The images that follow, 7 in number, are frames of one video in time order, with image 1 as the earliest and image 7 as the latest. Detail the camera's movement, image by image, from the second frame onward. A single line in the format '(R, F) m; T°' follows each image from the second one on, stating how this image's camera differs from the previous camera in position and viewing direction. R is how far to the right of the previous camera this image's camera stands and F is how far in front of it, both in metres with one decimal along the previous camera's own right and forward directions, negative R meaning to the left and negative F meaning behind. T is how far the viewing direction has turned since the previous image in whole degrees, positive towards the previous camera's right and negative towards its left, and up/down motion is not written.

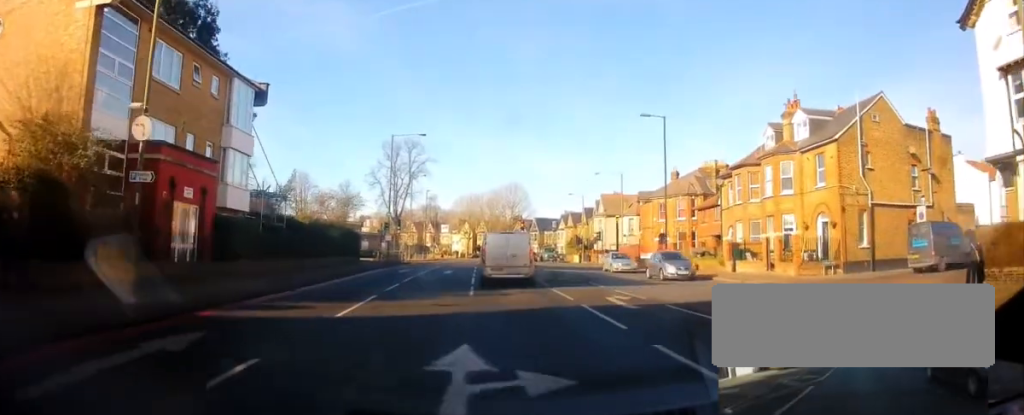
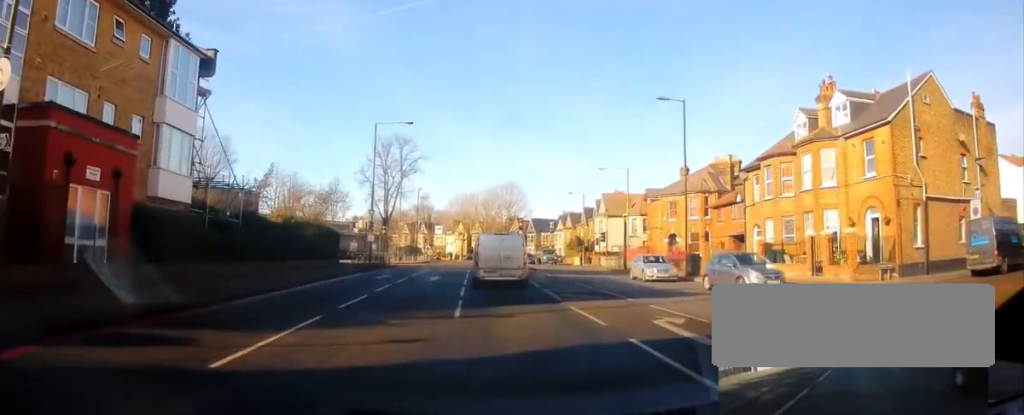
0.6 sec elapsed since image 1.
(0.0, +5.5) m; -1°
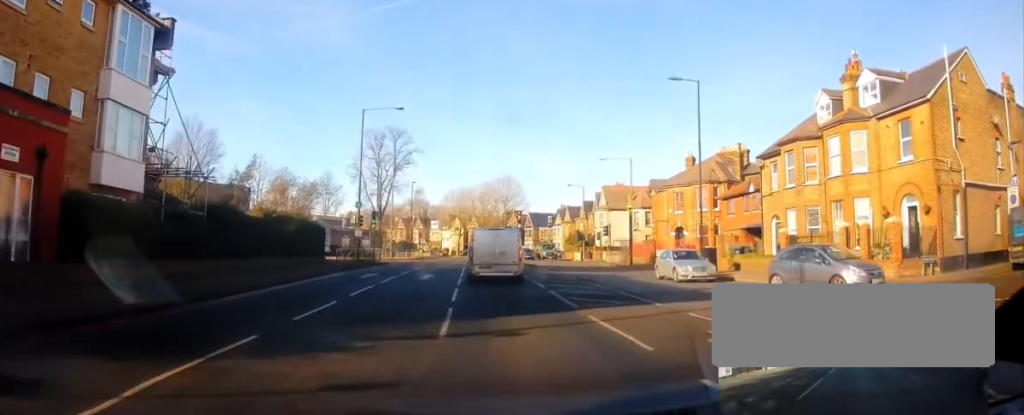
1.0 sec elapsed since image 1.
(-0.2, +3.3) m; -1°
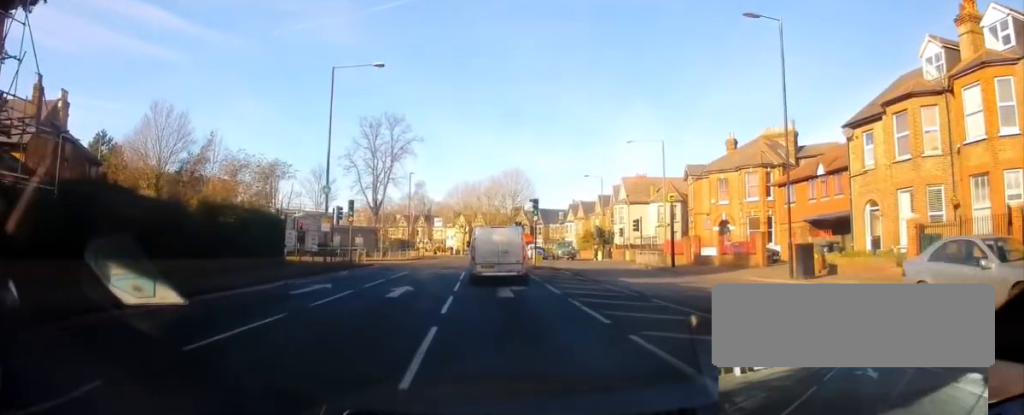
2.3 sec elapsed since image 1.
(0.0, +9.9) m; +2°
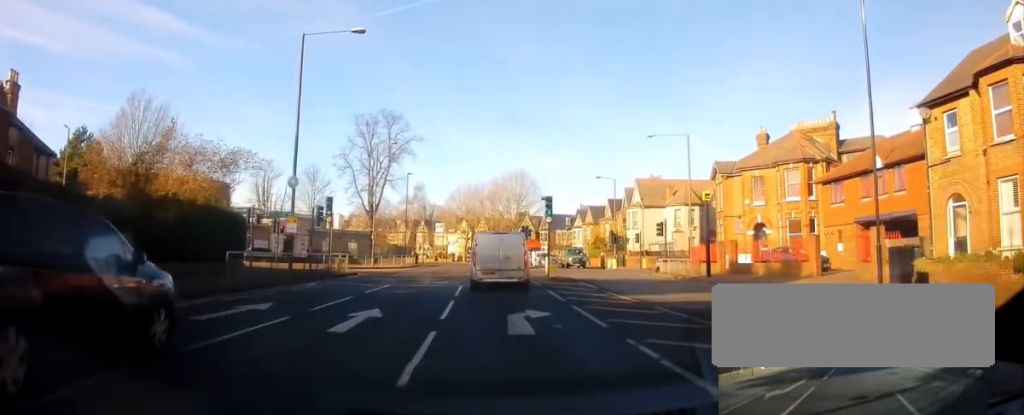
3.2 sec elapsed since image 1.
(+0.2, +6.1) m; -2°
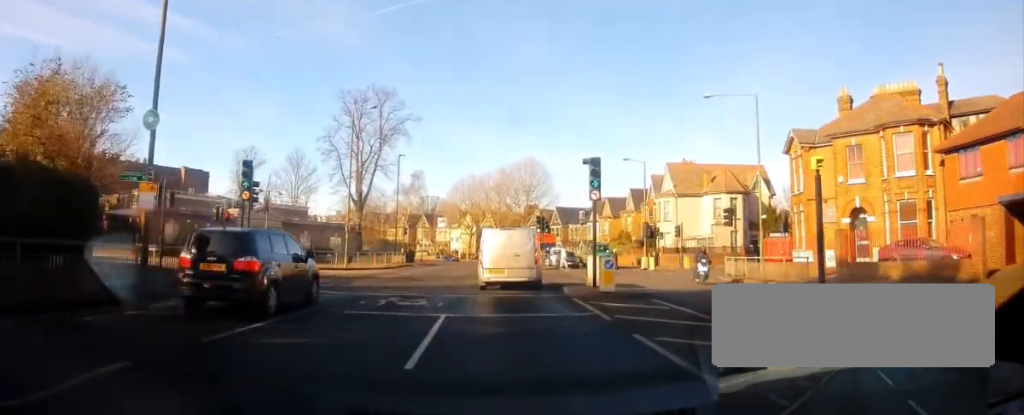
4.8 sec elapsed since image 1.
(-0.4, +11.7) m; 0°
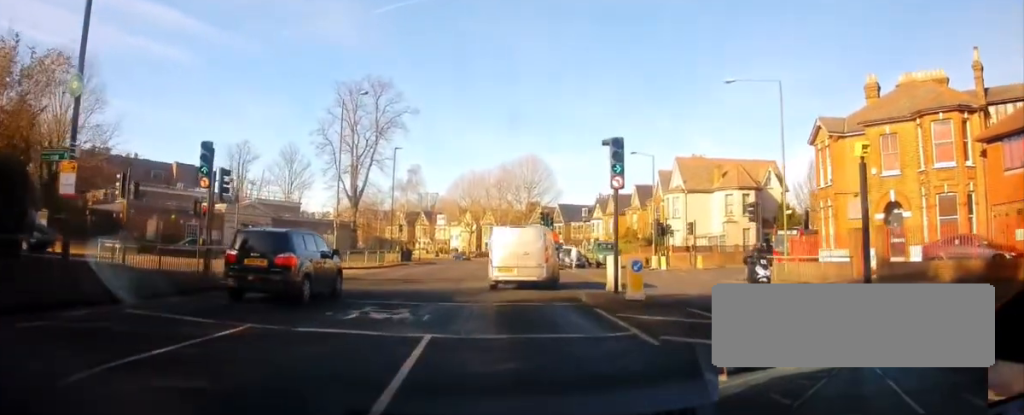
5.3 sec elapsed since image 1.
(+0.3, +3.3) m; +1°
